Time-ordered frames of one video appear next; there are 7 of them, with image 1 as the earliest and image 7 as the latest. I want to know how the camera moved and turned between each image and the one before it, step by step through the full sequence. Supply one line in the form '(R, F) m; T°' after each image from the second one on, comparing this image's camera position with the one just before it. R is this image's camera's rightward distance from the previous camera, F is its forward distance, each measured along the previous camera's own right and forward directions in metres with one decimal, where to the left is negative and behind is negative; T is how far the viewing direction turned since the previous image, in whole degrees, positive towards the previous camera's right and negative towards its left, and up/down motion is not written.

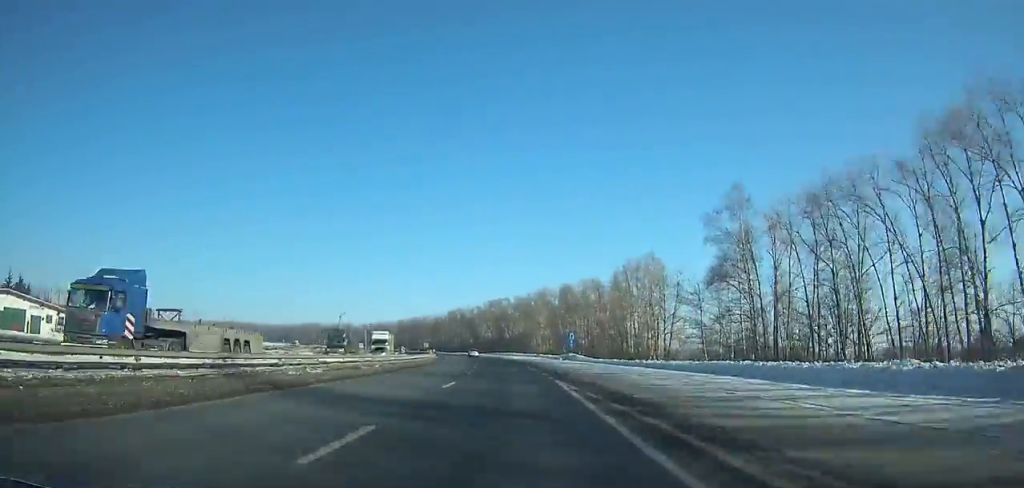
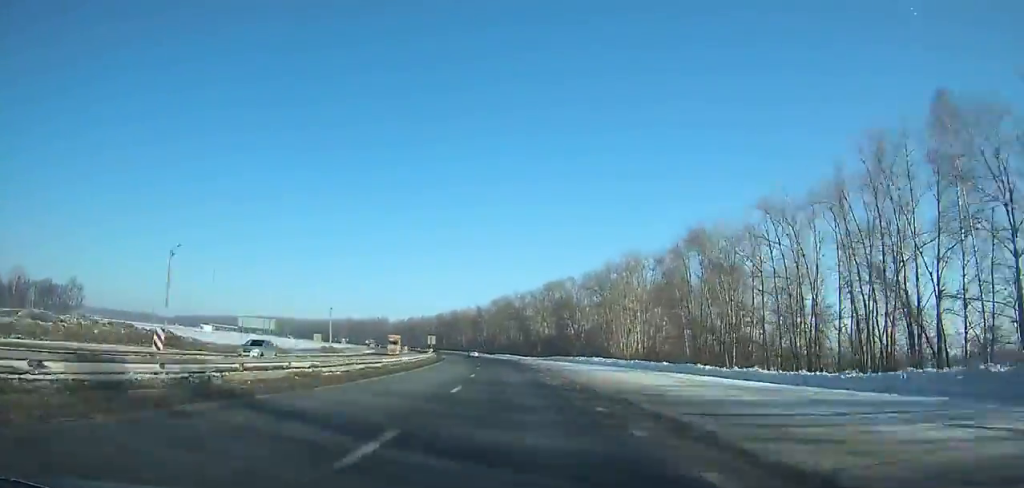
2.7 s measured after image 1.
(-3.3, +72.4) m; -5°
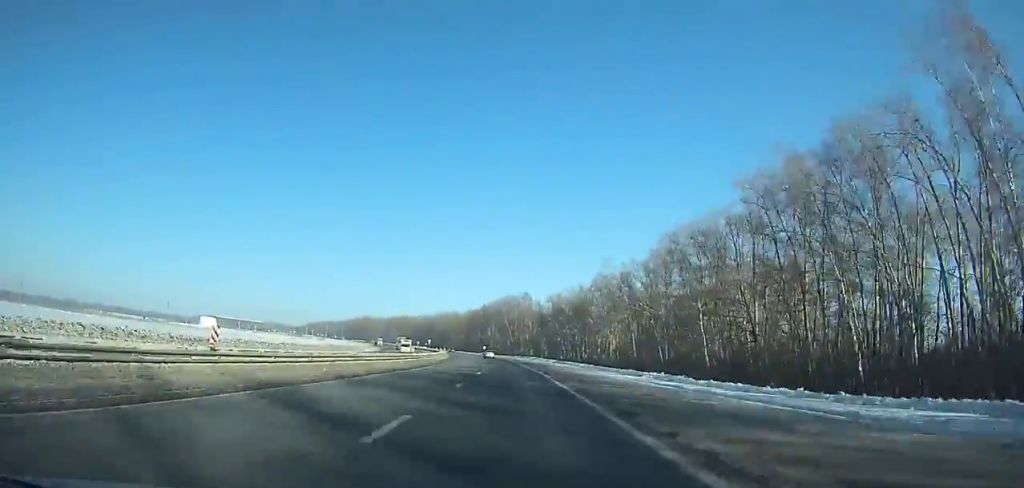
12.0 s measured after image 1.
(-38.5, +246.0) m; -17°
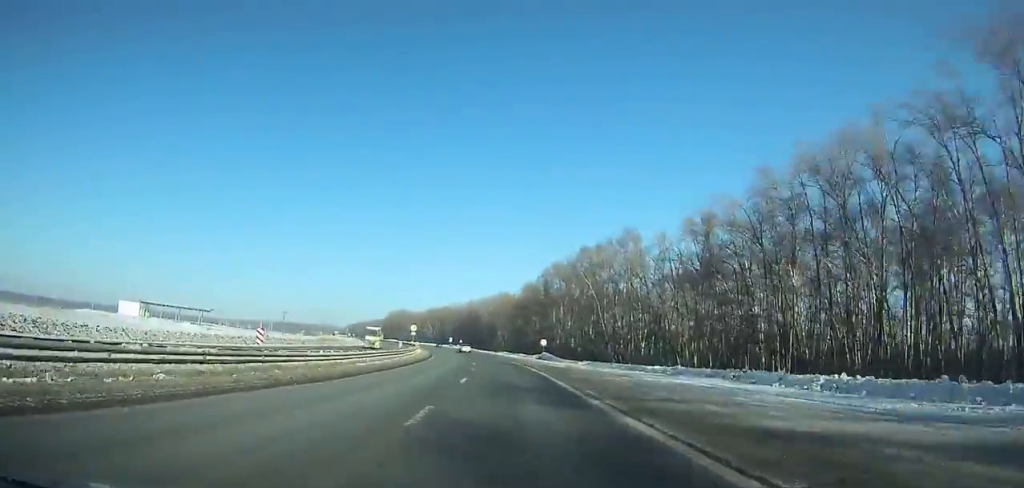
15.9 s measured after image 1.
(-5.5, +104.5) m; -8°
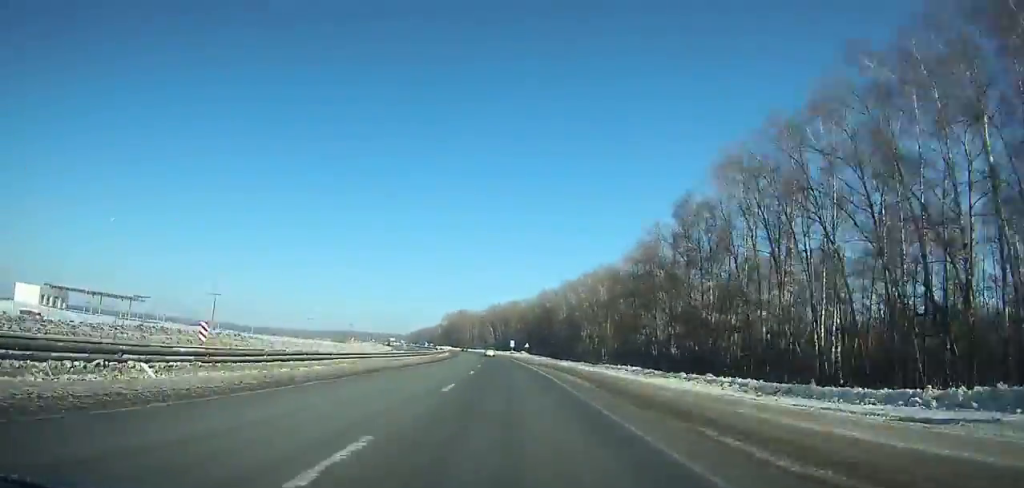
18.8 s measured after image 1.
(-4.9, +76.9) m; -6°
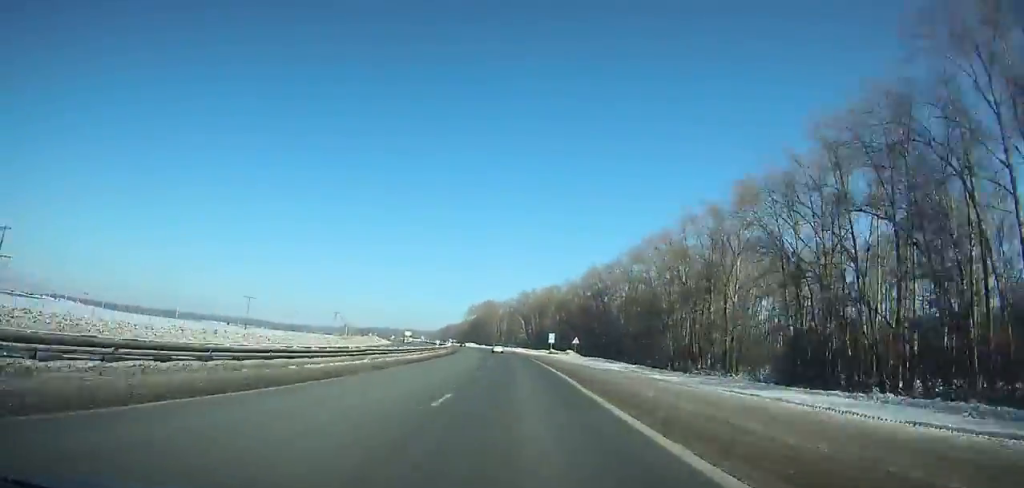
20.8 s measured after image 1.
(-1.9, +52.7) m; -3°
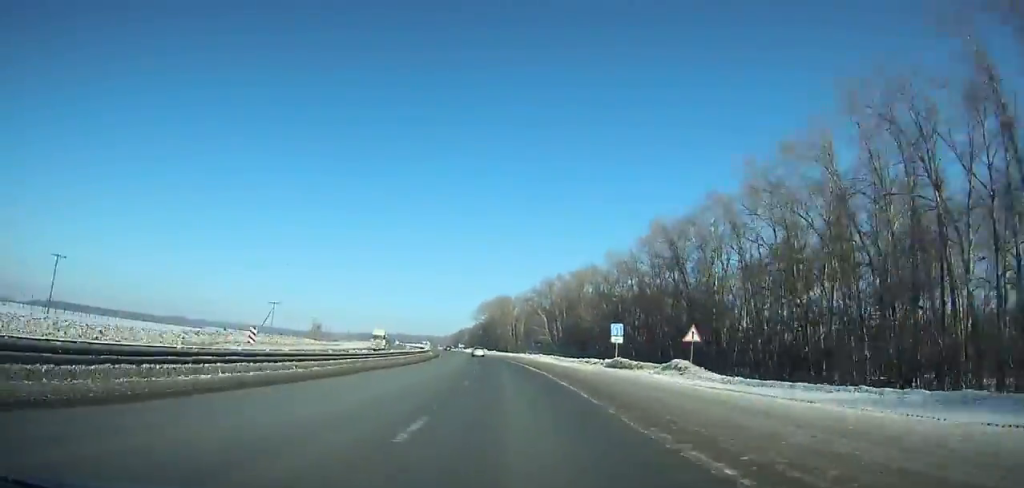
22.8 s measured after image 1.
(-1.2, +52.3) m; -3°
